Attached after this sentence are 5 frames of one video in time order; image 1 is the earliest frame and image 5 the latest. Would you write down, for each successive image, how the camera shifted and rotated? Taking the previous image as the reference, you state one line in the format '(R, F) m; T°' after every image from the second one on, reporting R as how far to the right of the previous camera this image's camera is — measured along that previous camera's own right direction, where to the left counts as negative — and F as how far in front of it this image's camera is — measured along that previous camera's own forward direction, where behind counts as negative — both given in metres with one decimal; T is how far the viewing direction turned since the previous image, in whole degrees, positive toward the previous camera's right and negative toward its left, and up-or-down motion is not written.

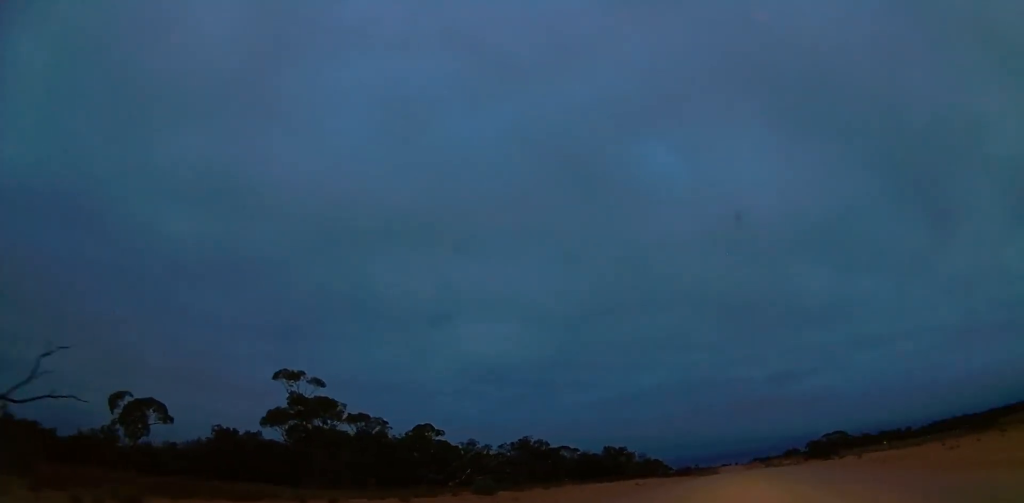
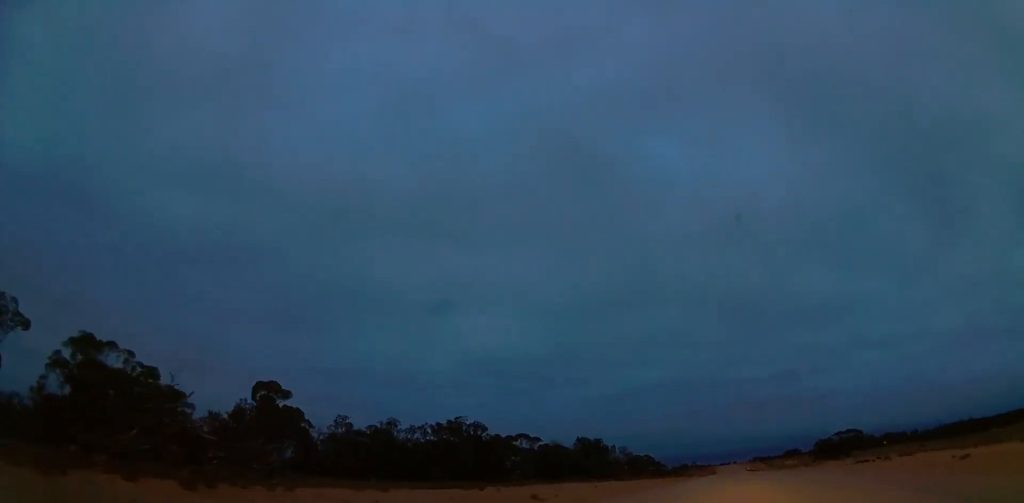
(+0.2, +31.7) m; +1°
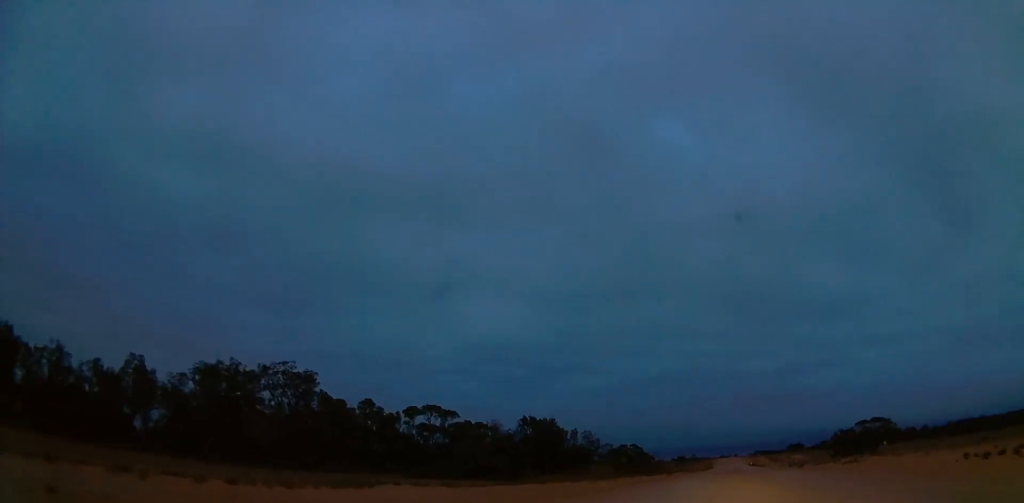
(-0.4, +41.9) m; -1°
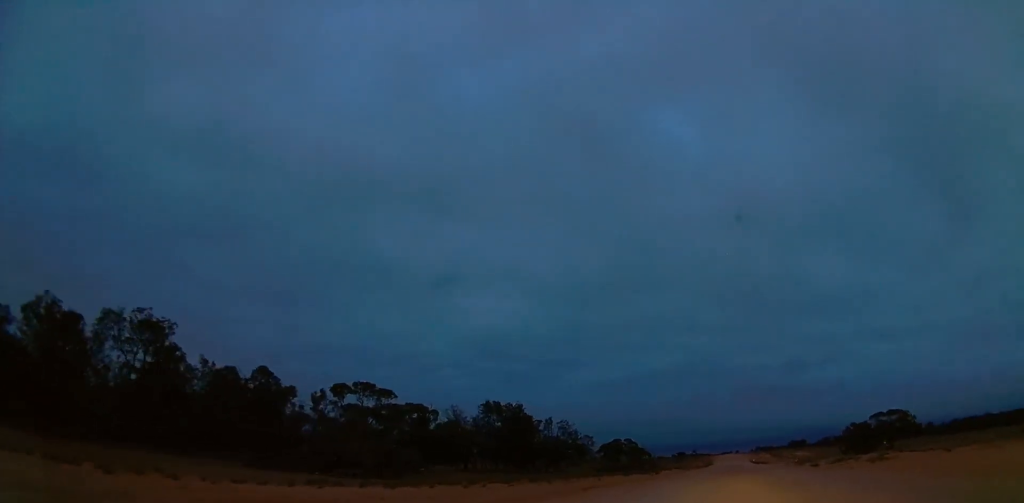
(0.0, +18.9) m; 0°
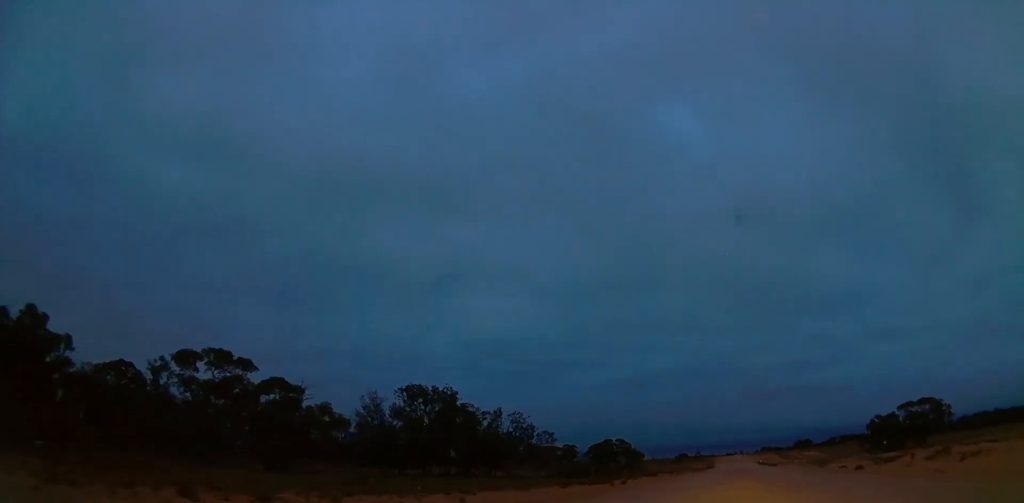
(+0.2, +26.2) m; +1°
